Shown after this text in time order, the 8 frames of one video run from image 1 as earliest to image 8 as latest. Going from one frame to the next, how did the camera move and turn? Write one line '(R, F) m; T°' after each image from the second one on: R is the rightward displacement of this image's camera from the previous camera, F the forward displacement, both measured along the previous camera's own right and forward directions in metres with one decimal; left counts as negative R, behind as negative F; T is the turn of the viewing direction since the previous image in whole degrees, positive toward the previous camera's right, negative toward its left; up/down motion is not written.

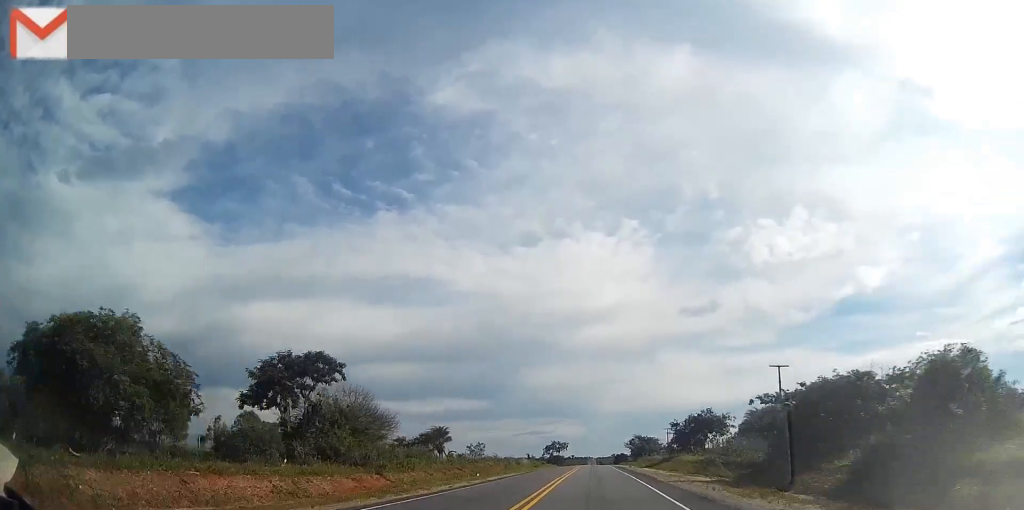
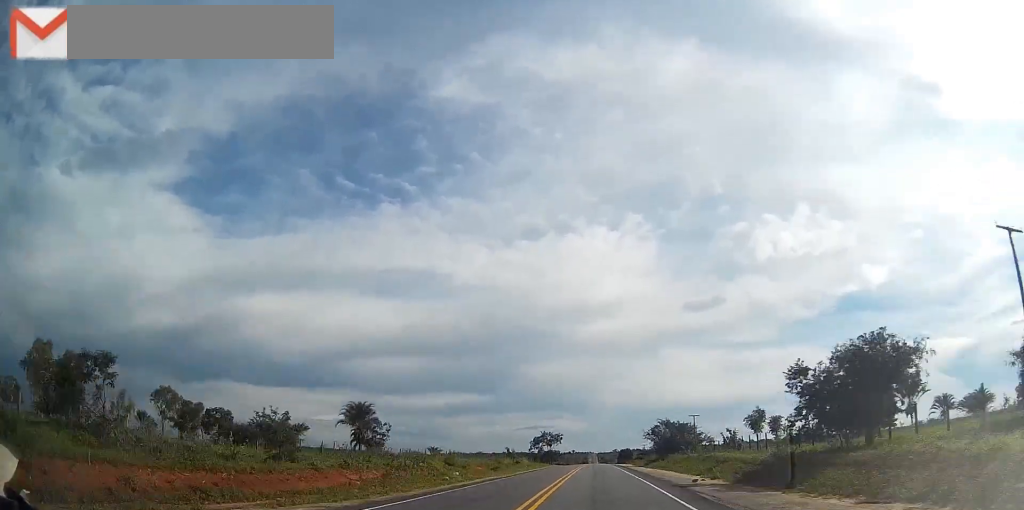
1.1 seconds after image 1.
(0.0, +41.9) m; 0°
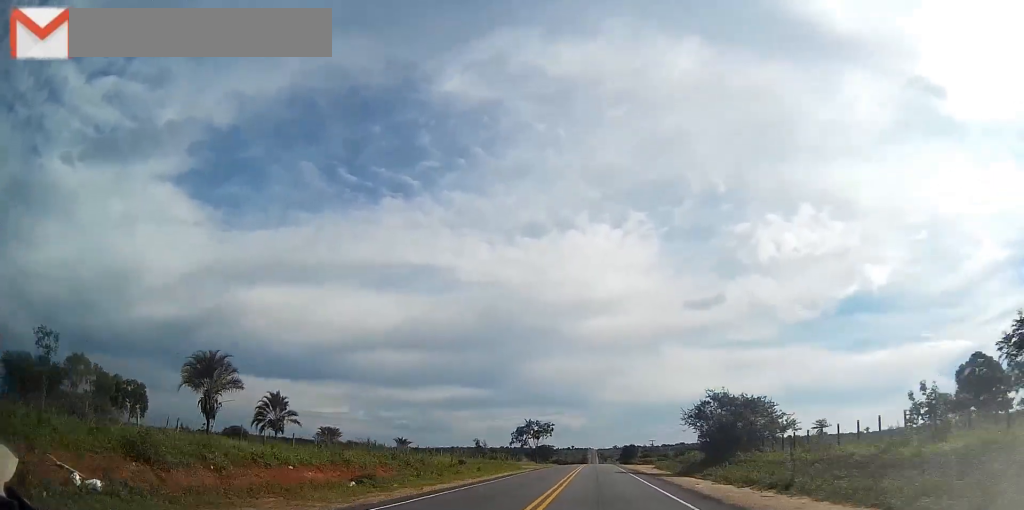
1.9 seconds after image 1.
(-0.2, +32.7) m; 0°
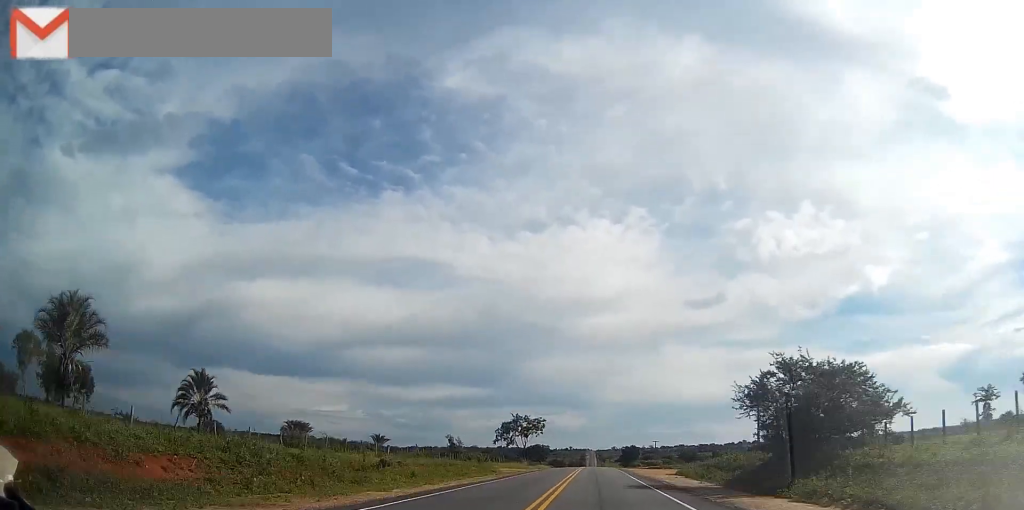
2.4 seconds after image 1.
(0.0, +17.3) m; 0°
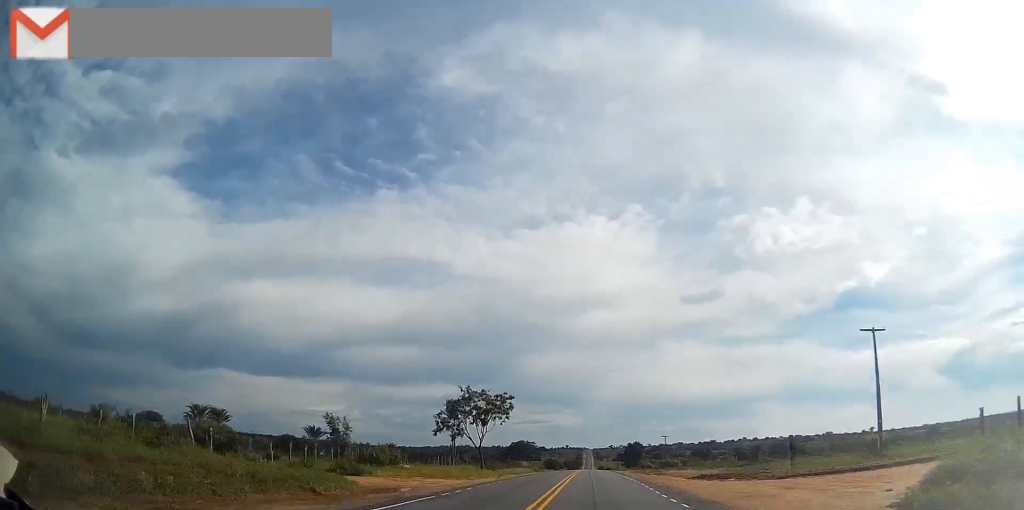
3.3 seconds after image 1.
(+0.1, +36.3) m; 0°
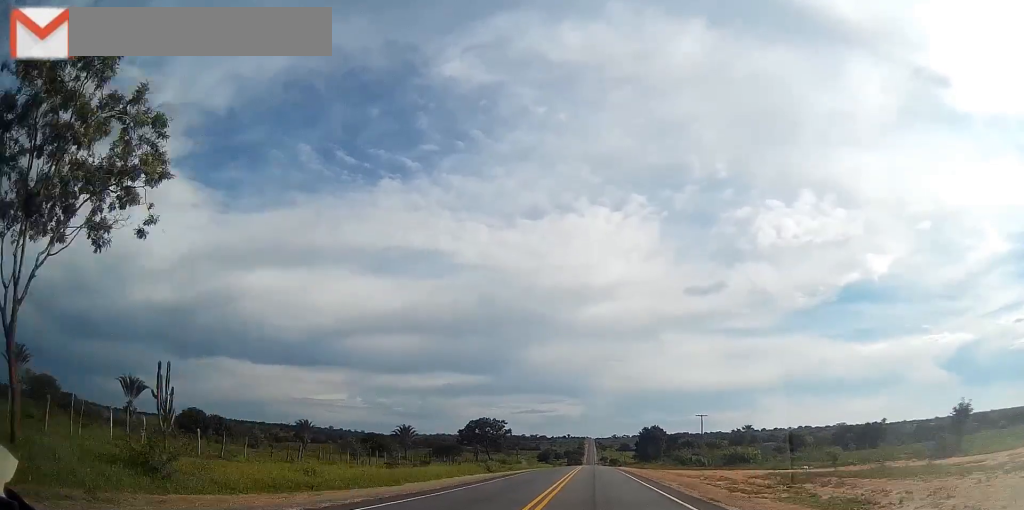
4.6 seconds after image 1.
(-0.1, +54.0) m; 0°
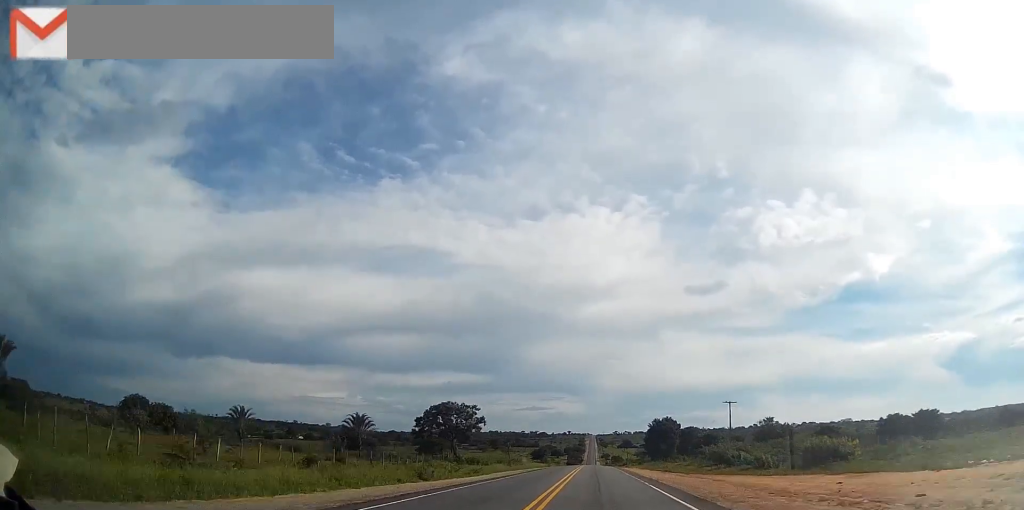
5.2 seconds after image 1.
(0.0, +24.0) m; 0°
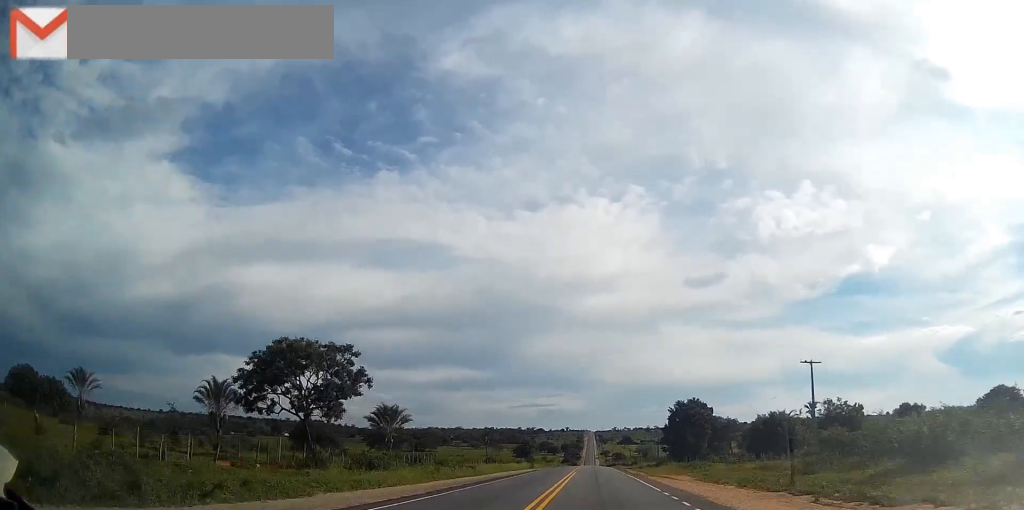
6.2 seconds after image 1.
(+0.1, +38.6) m; 0°
